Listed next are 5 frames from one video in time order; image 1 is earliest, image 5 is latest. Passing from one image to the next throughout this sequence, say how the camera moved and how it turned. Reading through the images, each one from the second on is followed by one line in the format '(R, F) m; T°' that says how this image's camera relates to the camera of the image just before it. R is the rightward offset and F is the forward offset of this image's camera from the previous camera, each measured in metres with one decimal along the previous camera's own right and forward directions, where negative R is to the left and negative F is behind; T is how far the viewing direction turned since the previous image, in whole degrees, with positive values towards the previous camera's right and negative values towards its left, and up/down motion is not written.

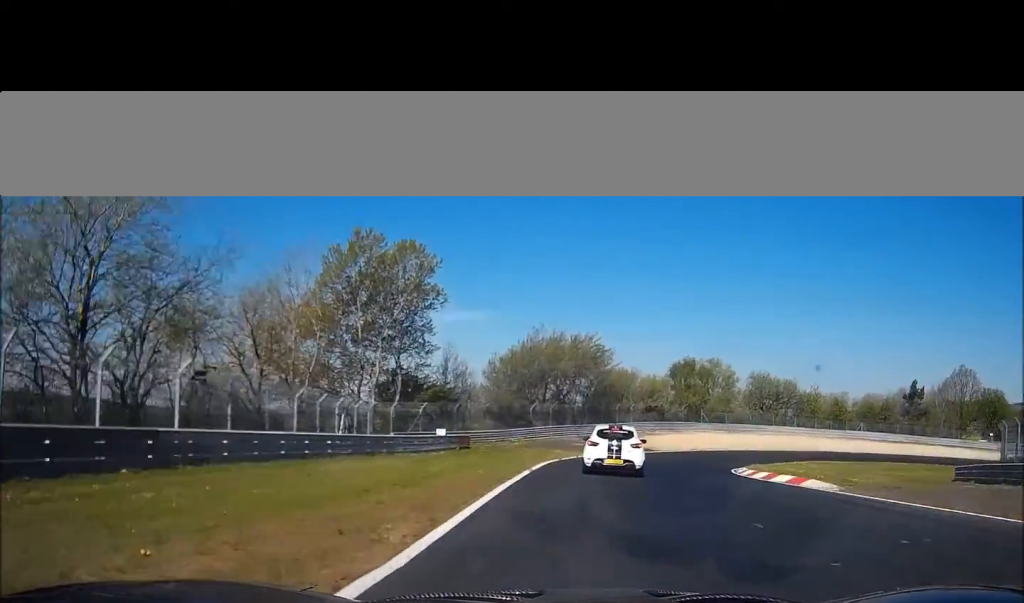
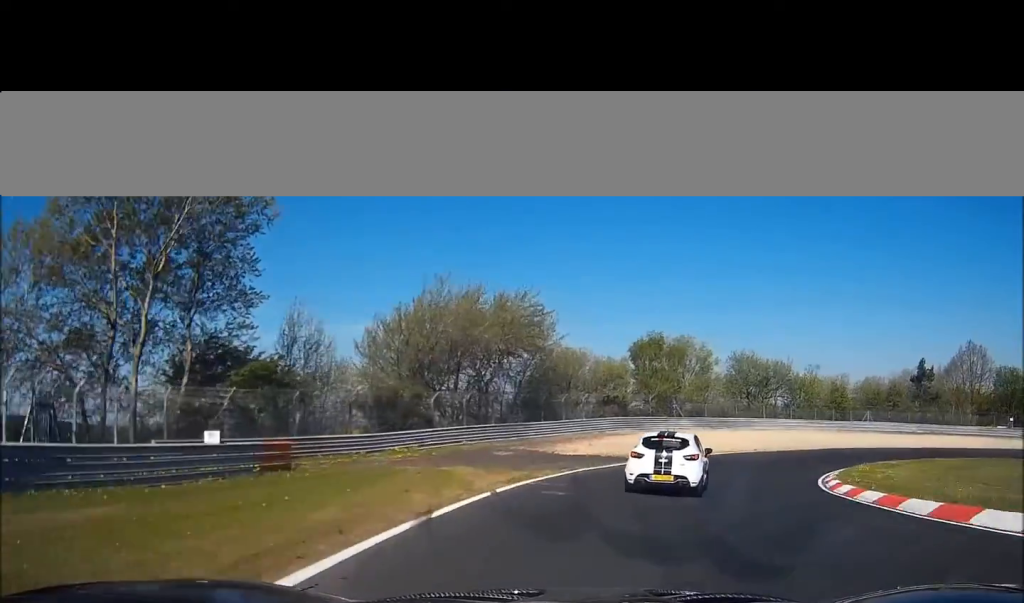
(+1.1, +21.5) m; +6°
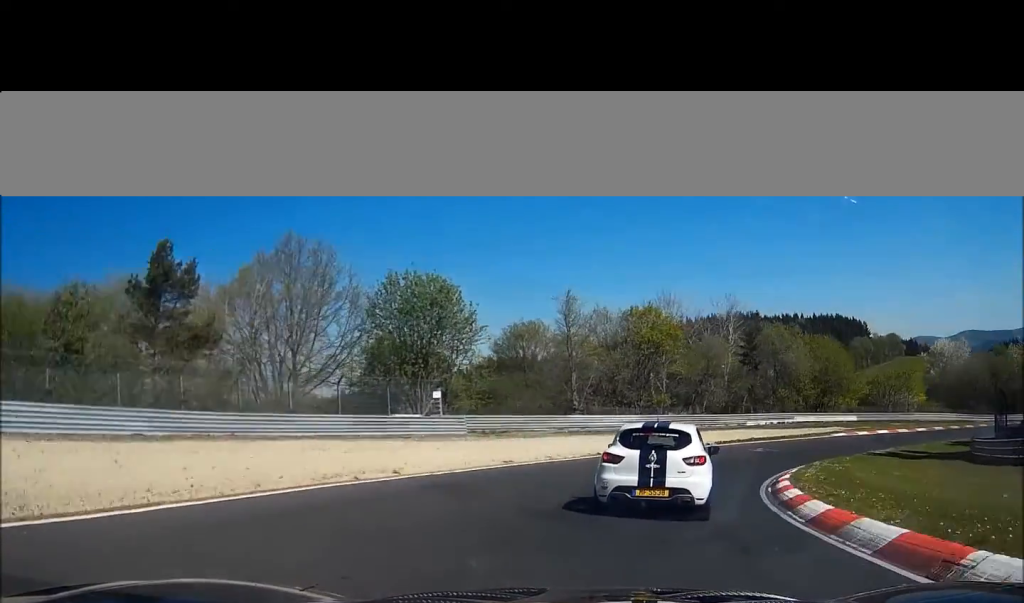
(+30.6, +53.4) m; +64°
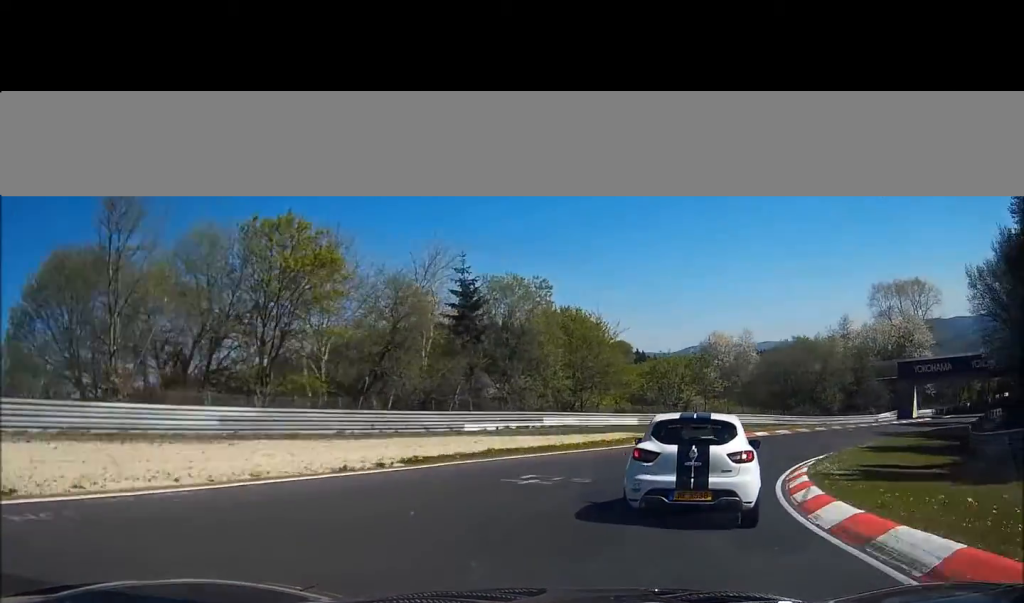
(+6.2, +28.4) m; +23°
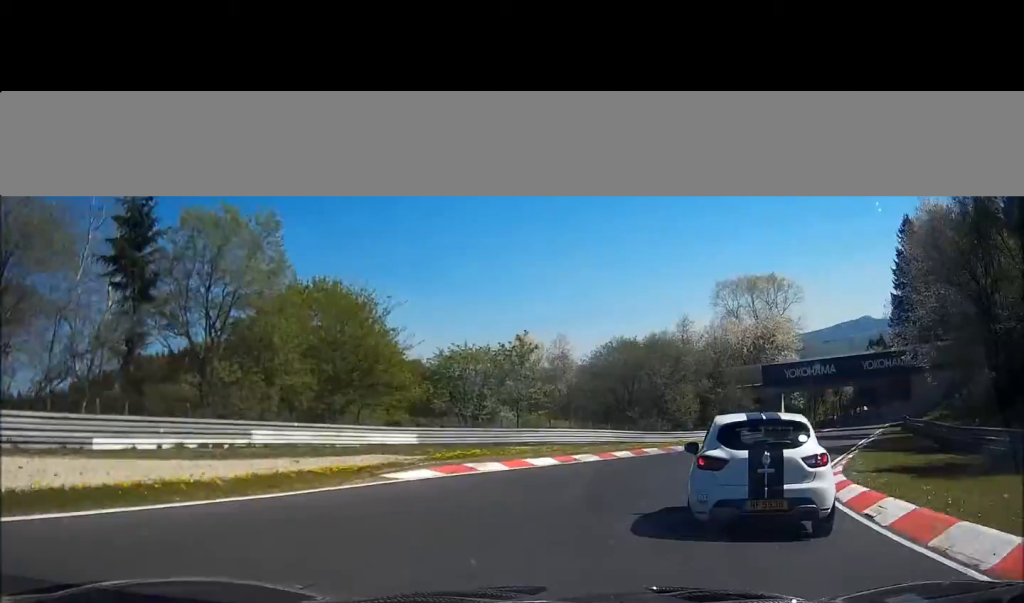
(+2.2, +19.8) m; +14°
